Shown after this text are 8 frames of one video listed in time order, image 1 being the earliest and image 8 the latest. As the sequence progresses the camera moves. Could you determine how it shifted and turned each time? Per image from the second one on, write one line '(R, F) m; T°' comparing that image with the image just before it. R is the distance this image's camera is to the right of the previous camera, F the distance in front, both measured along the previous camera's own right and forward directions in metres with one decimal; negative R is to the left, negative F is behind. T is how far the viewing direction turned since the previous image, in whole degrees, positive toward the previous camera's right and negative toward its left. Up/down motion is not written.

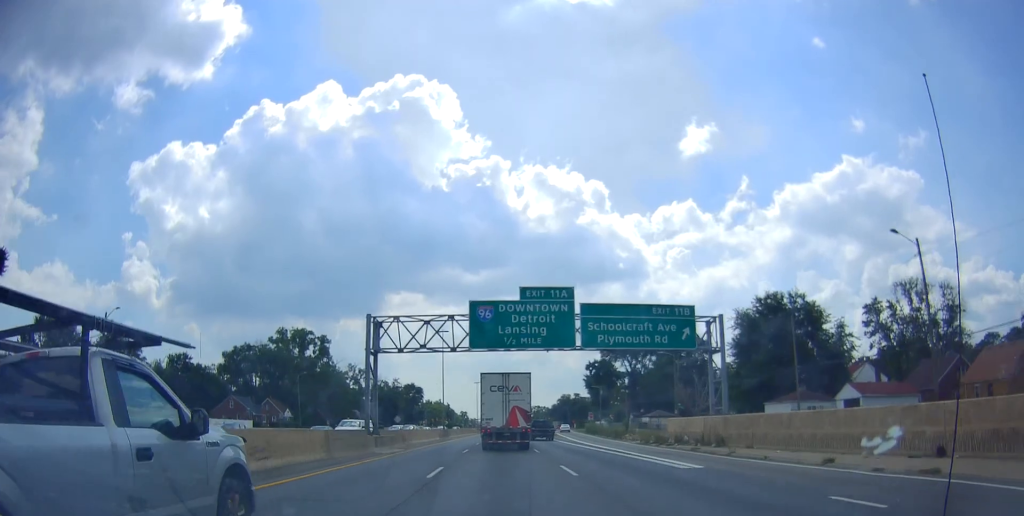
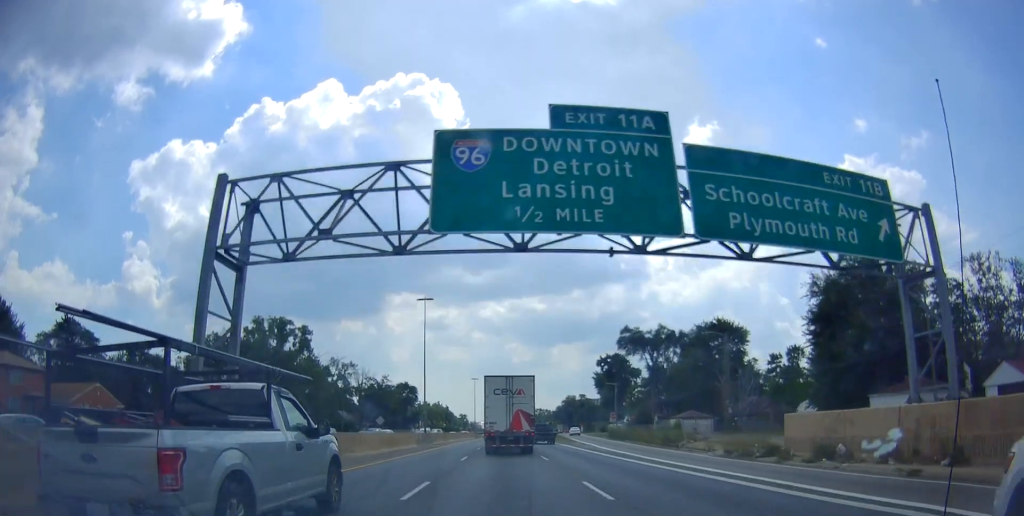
(0.0, +19.5) m; 0°
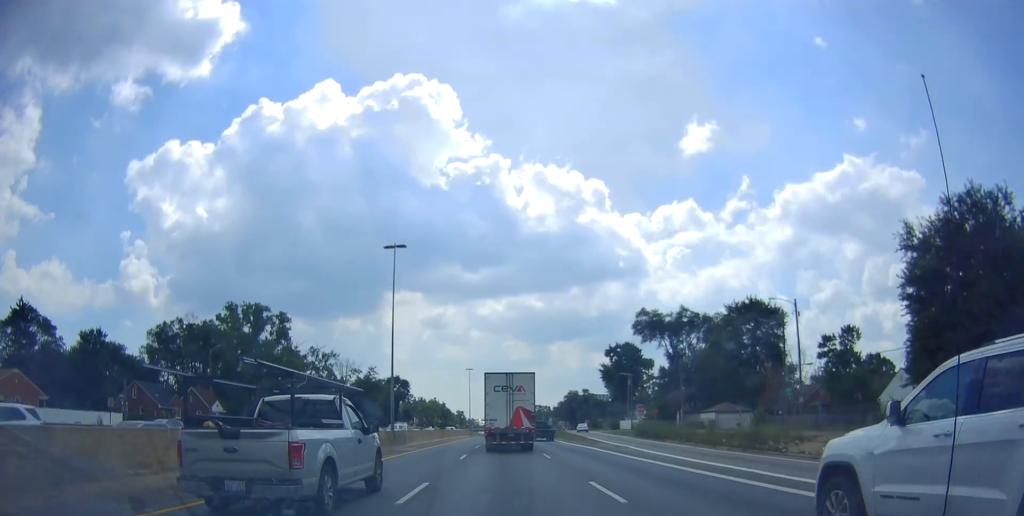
(+0.3, +16.2) m; 0°
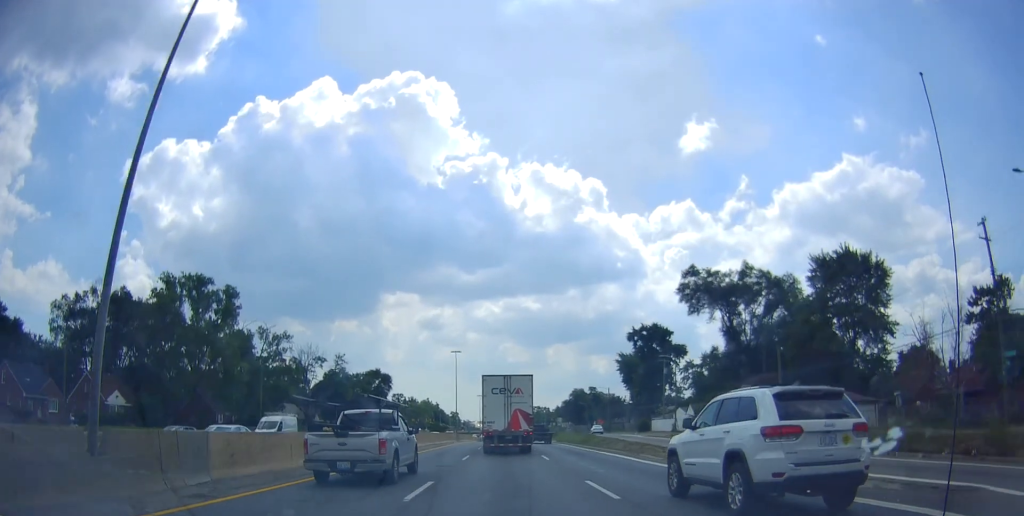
(-0.3, +30.0) m; 0°
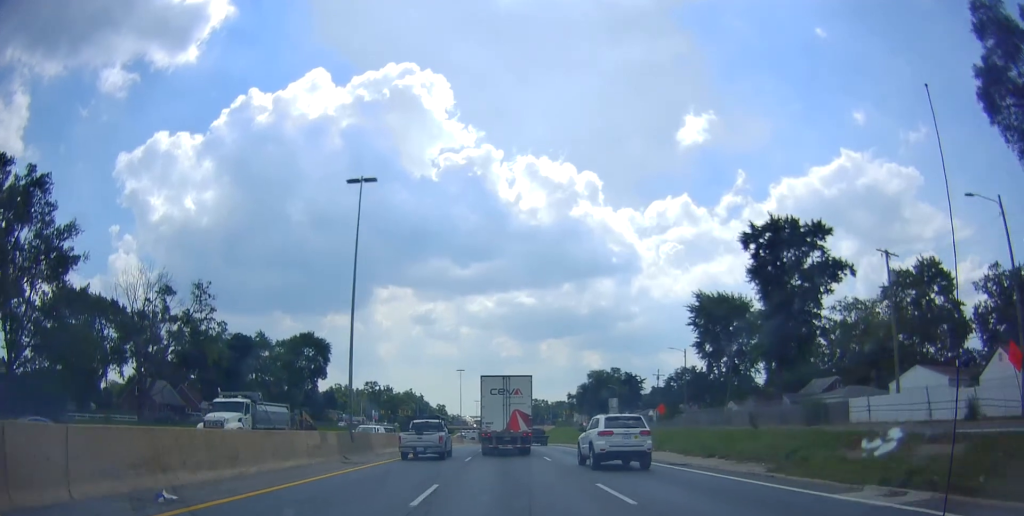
(+0.9, +62.6) m; -1°
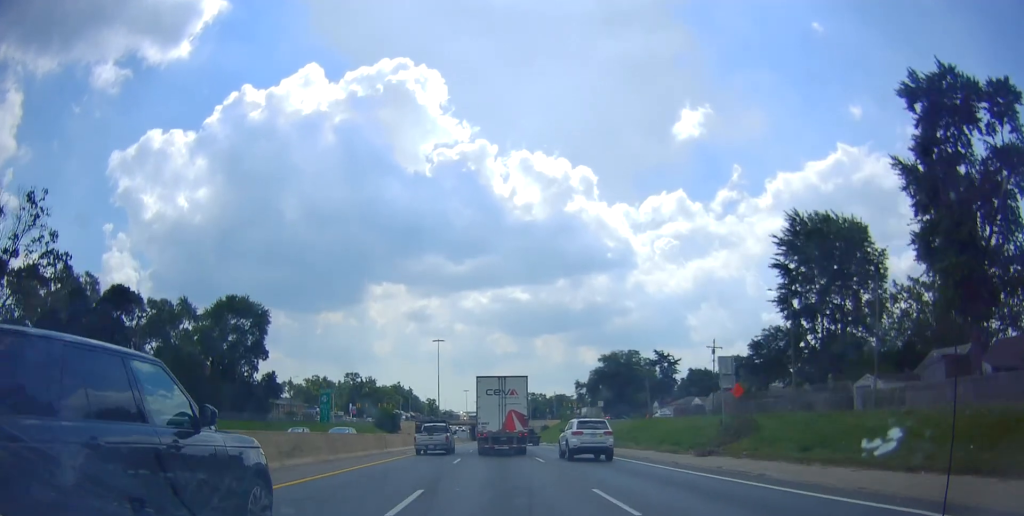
(-0.2, +32.1) m; +1°
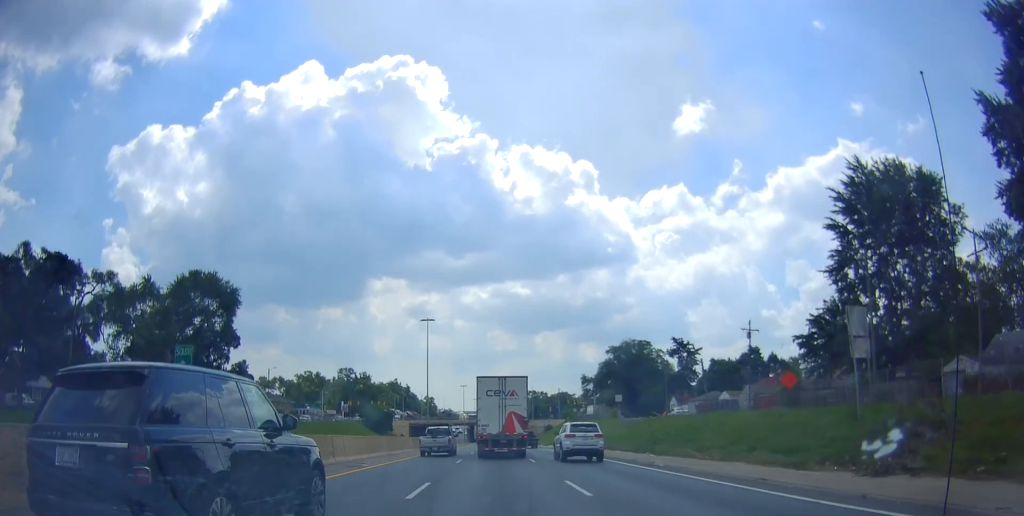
(+0.4, +12.0) m; +1°
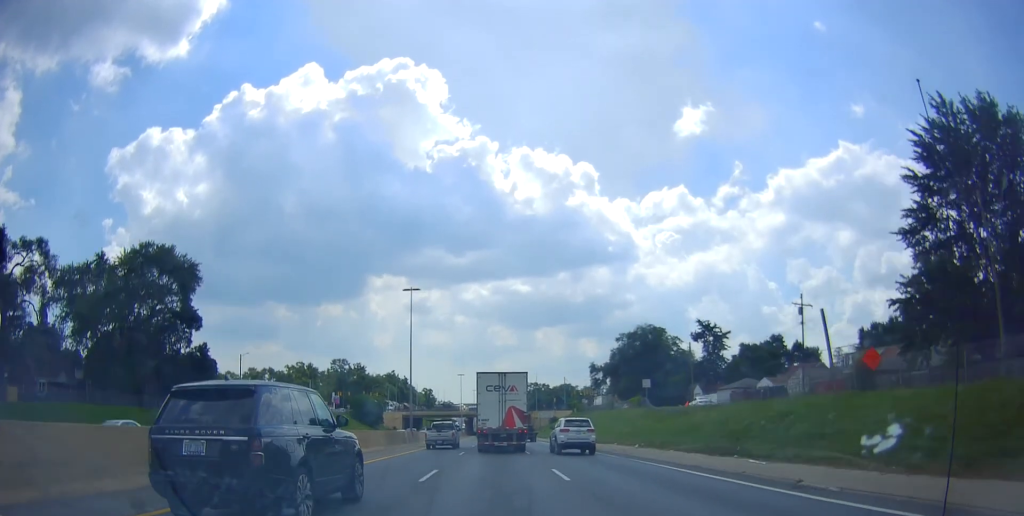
(+0.2, +12.8) m; +1°
